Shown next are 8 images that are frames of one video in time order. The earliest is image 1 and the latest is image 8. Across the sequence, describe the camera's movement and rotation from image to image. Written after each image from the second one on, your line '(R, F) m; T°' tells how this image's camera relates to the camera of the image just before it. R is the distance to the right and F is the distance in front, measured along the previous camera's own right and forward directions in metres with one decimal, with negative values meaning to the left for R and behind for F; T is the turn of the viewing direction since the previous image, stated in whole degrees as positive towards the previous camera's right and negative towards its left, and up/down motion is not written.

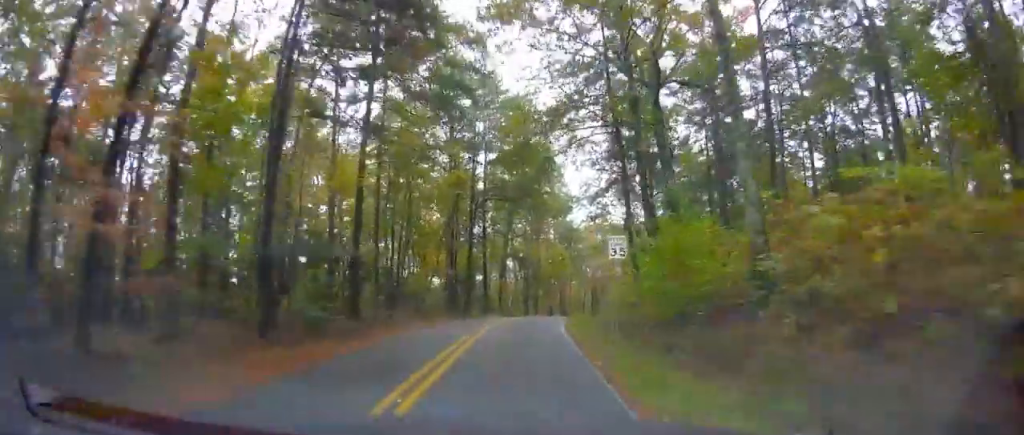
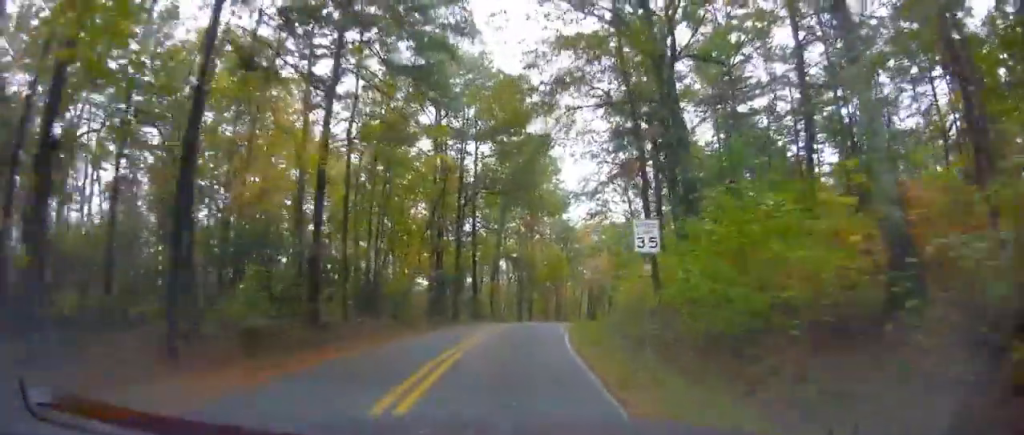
(+0.1, +4.4) m; +3°
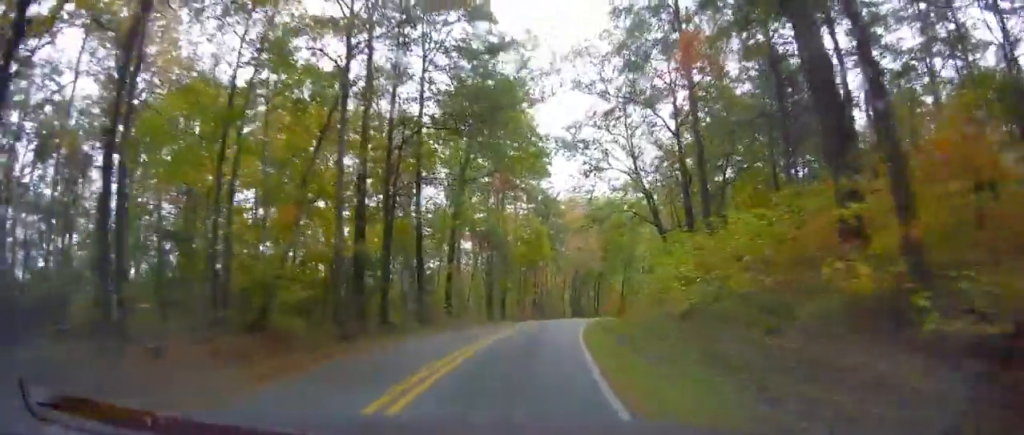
(+0.7, +14.7) m; 0°
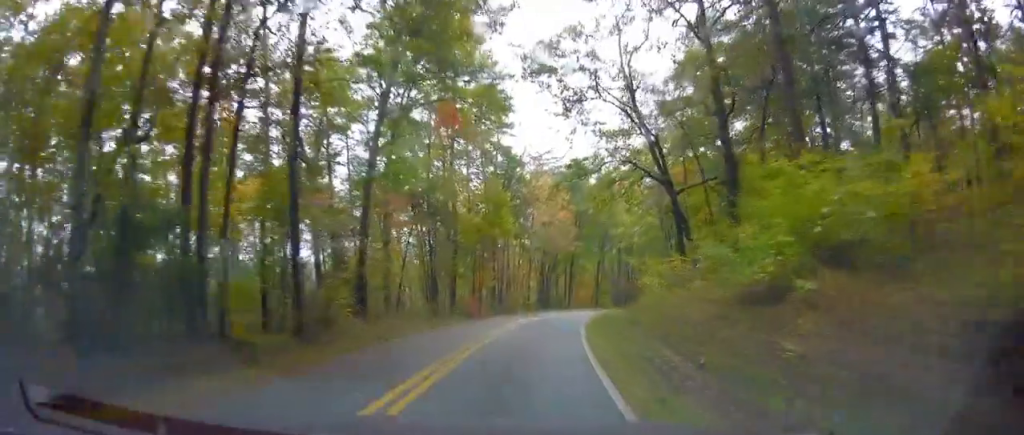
(-0.2, +13.3) m; +6°
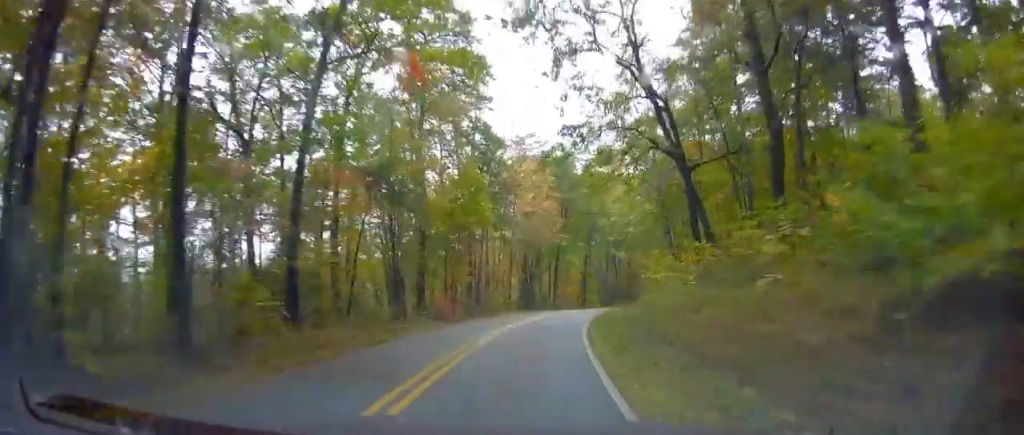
(+0.7, +5.9) m; +4°
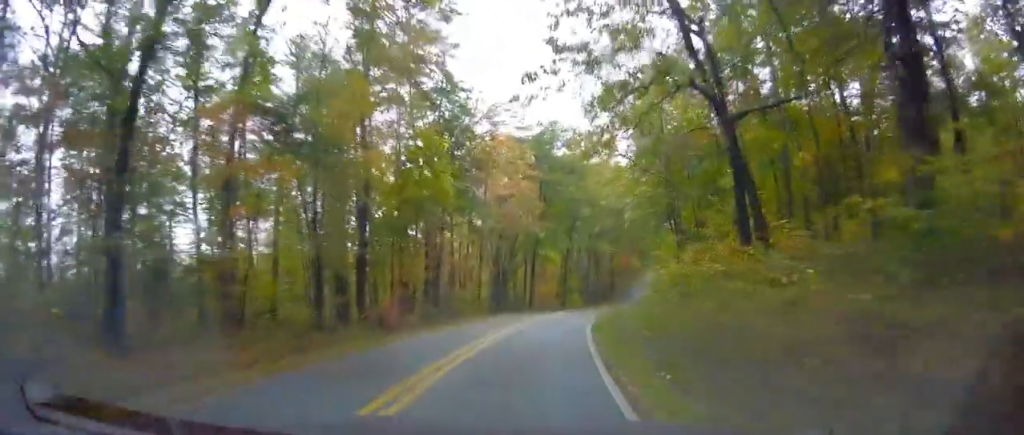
(+0.2, +8.6) m; +1°
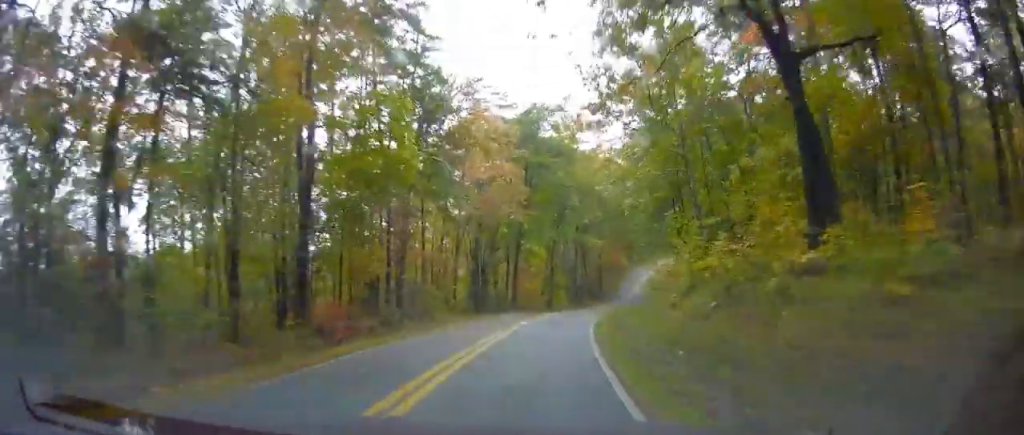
(-0.1, +5.8) m; -1°
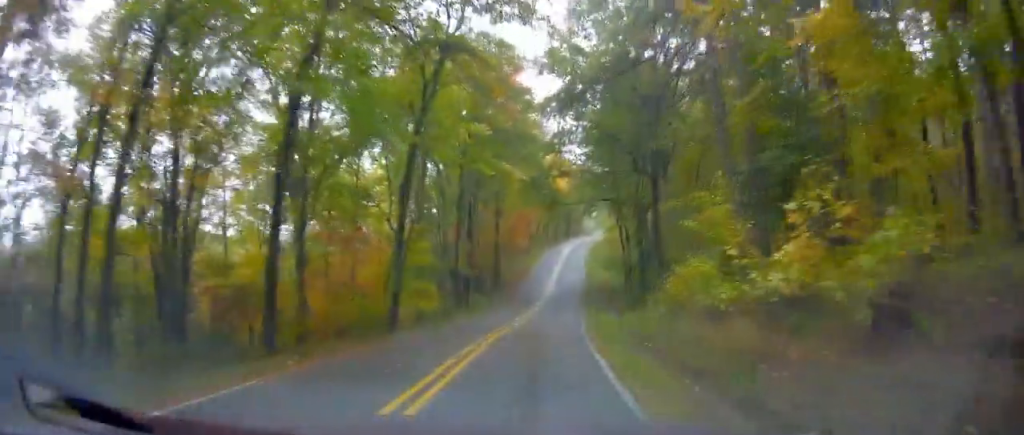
(+3.9, +29.8) m; +18°
